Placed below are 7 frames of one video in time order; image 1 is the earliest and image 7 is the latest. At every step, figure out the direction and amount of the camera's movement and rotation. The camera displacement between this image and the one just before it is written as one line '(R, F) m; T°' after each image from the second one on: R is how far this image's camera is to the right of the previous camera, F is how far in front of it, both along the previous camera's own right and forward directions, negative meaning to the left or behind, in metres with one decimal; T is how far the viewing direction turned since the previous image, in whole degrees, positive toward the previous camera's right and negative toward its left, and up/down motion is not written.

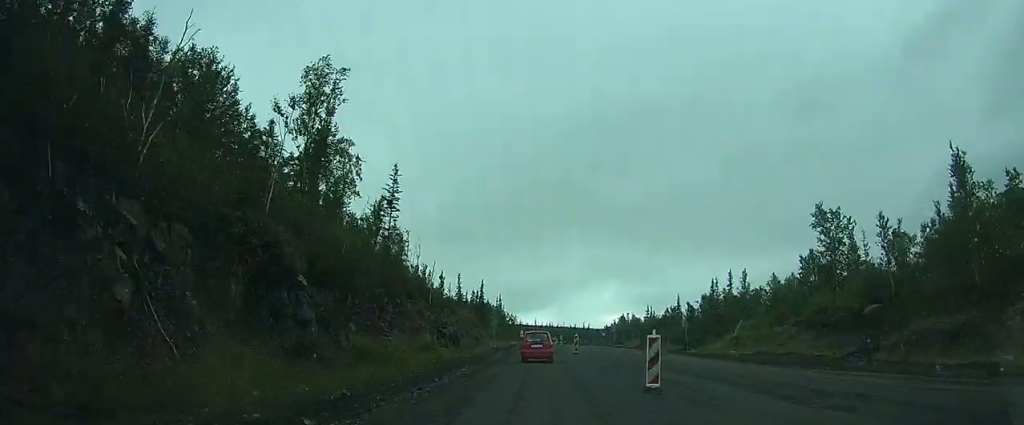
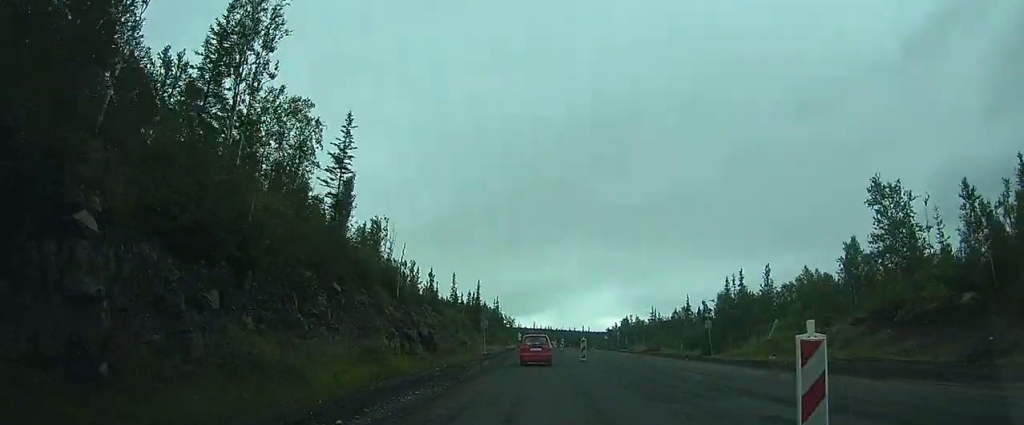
(0.0, +8.4) m; 0°
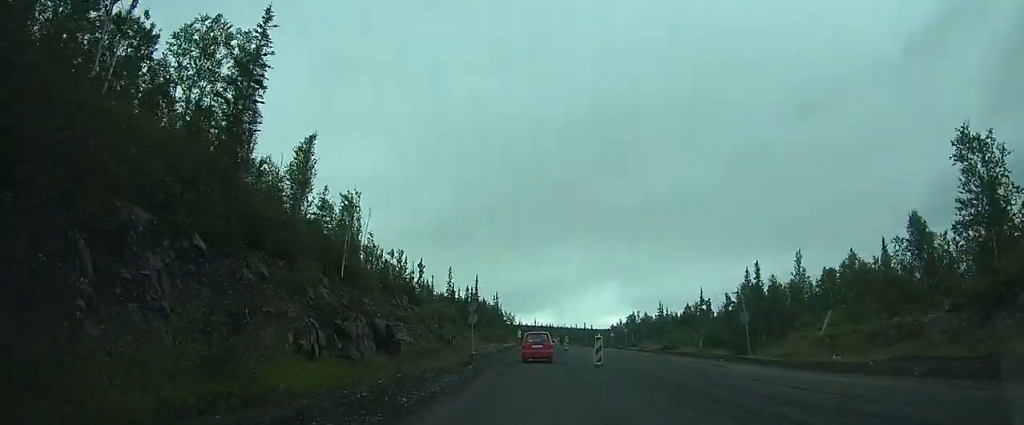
(0.0, +8.7) m; 0°
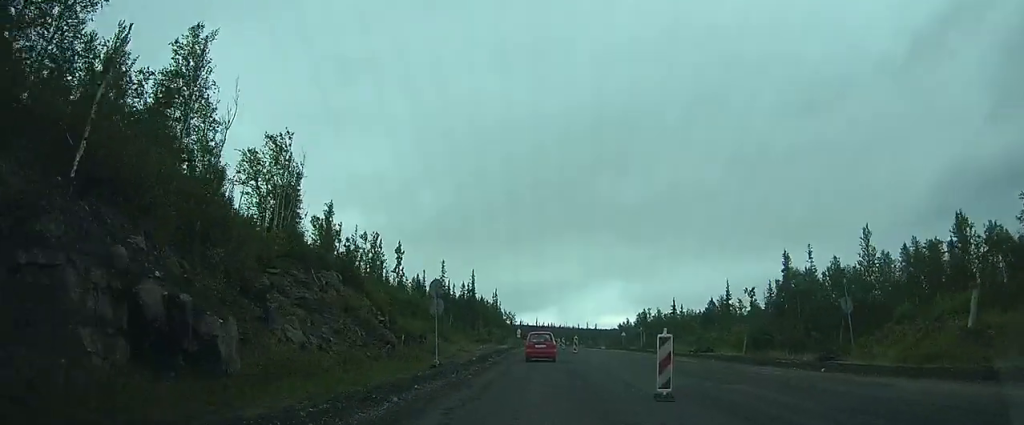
(-0.1, +13.6) m; -1°
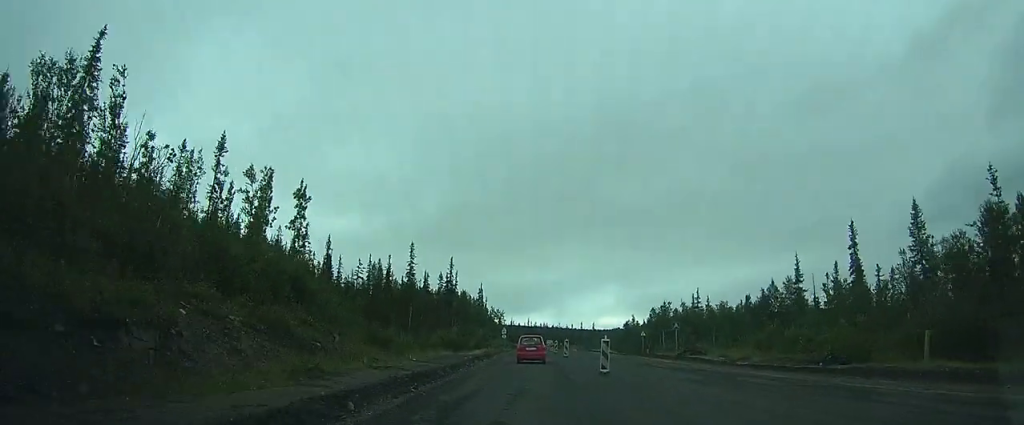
(0.0, +26.3) m; +1°
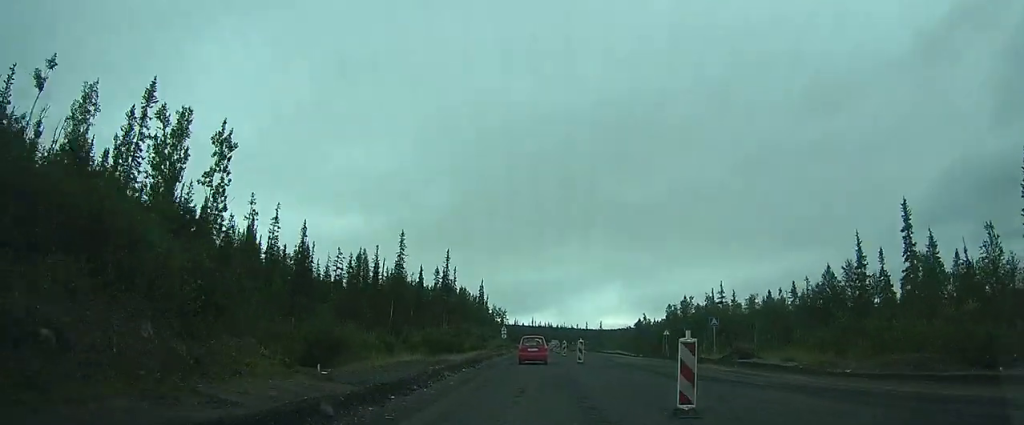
(+0.1, +10.9) m; +4°
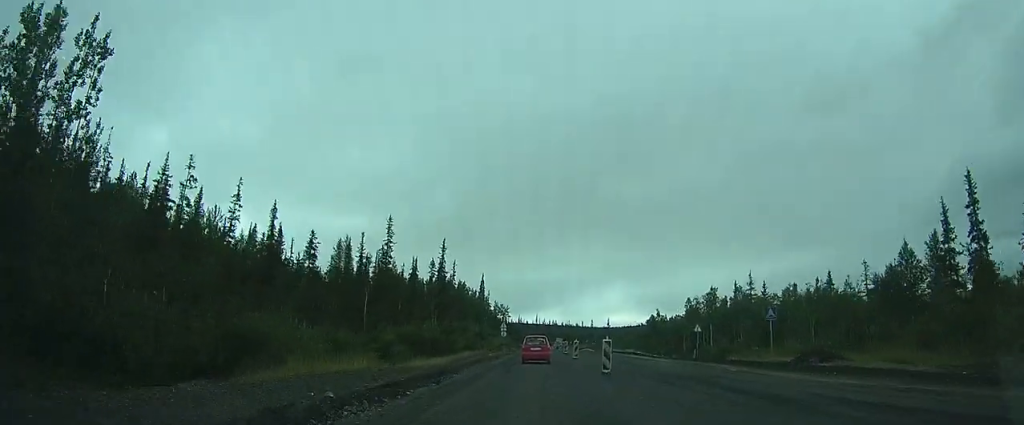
(+0.5, +10.1) m; +1°
